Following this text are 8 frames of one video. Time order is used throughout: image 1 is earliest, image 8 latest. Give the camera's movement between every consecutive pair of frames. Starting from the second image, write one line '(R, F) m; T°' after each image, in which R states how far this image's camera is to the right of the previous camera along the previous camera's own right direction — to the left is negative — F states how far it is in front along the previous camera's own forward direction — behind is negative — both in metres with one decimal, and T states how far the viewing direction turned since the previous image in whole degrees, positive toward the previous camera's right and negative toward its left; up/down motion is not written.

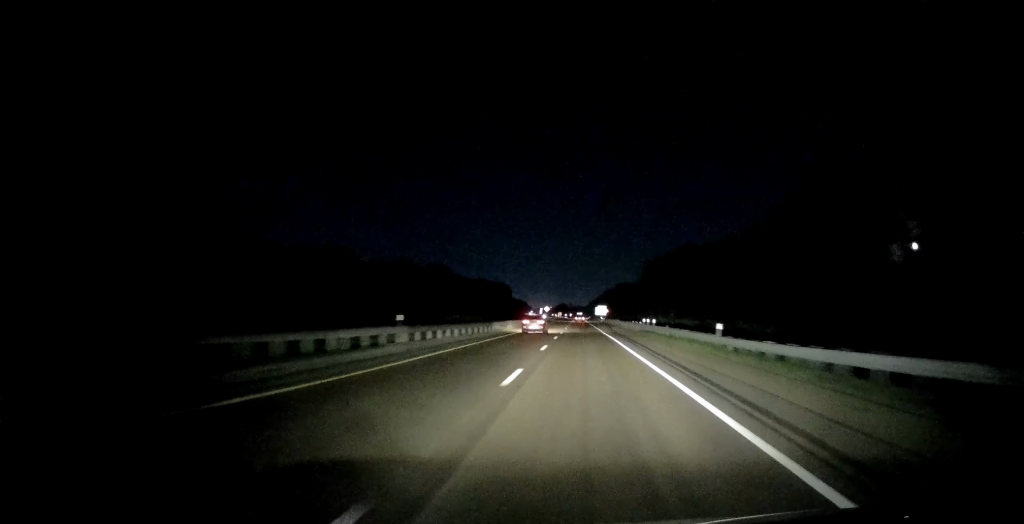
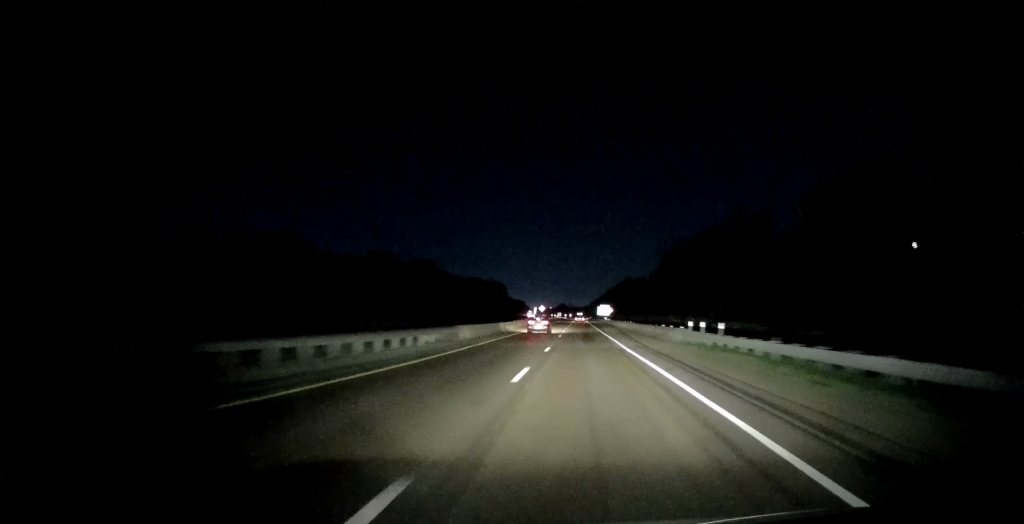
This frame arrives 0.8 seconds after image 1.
(-0.3, +24.5) m; -1°
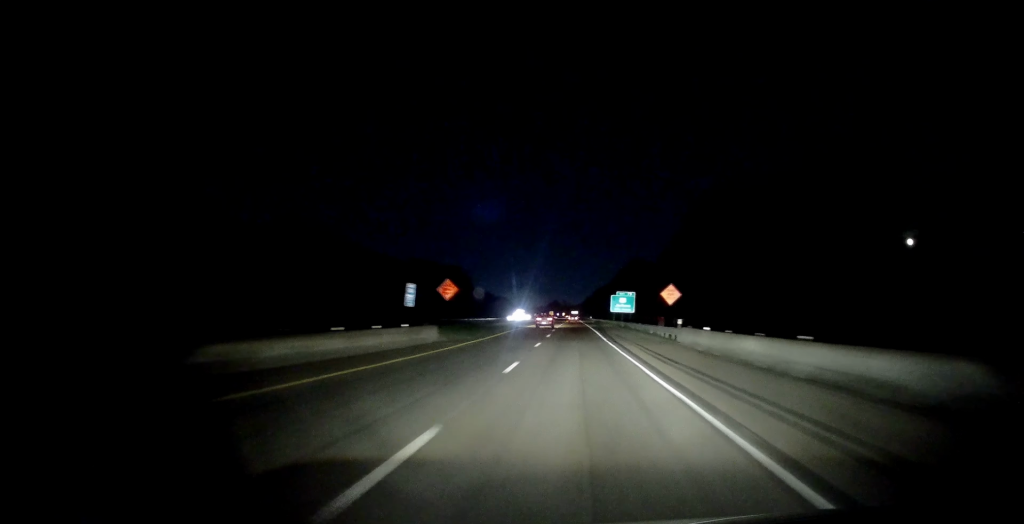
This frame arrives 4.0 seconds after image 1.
(+1.6, +105.8) m; +1°
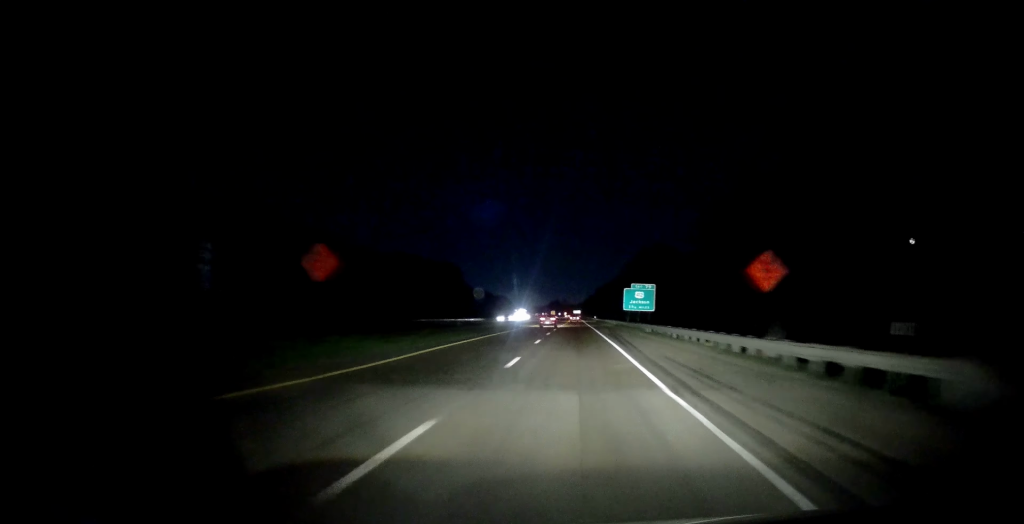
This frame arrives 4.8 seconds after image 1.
(0.0, +24.1) m; 0°
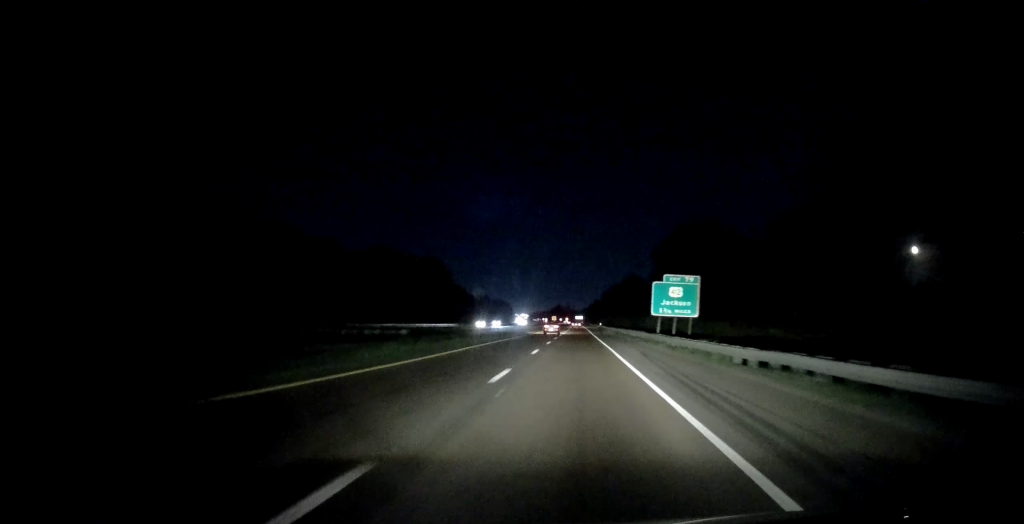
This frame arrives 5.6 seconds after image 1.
(+0.1, +27.2) m; 0°
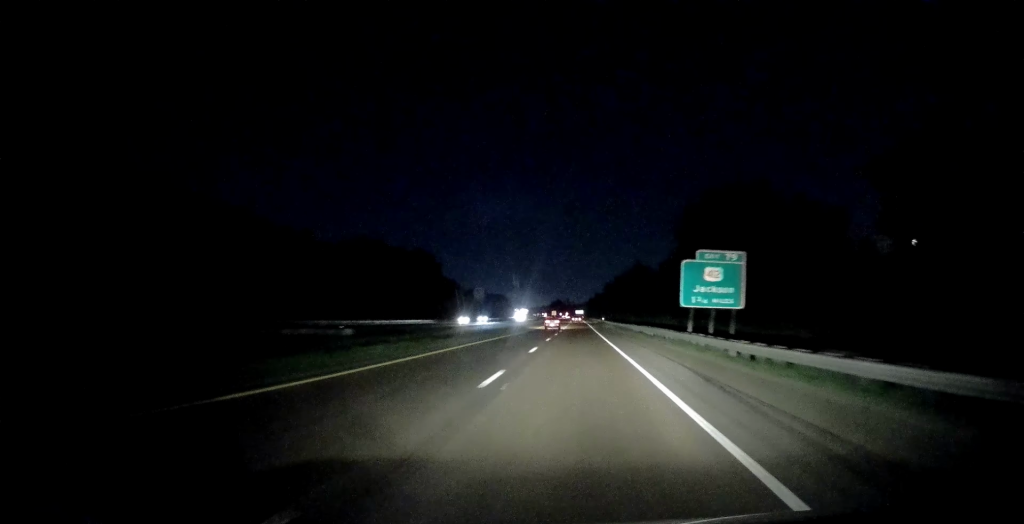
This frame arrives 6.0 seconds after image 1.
(-0.1, +12.5) m; 0°
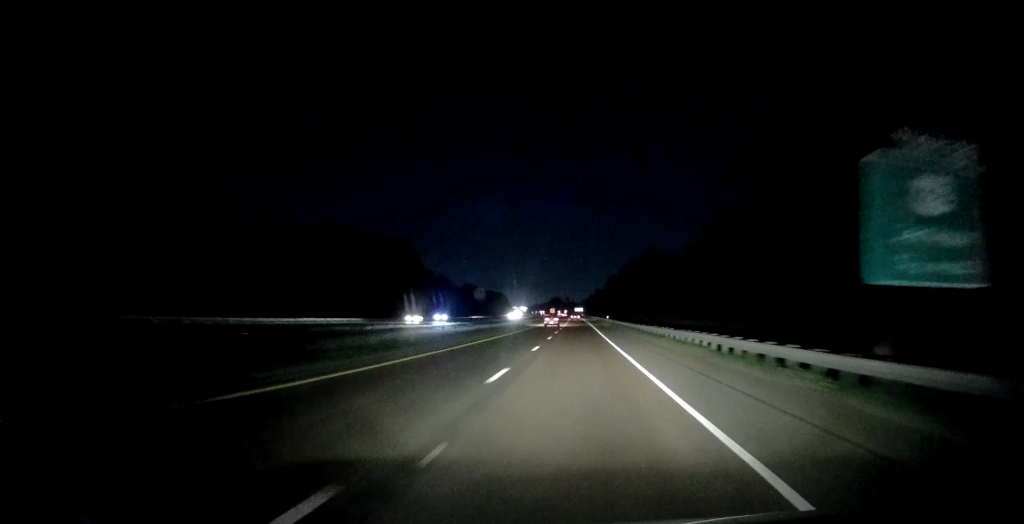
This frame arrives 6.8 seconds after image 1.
(-0.1, +21.2) m; 0°
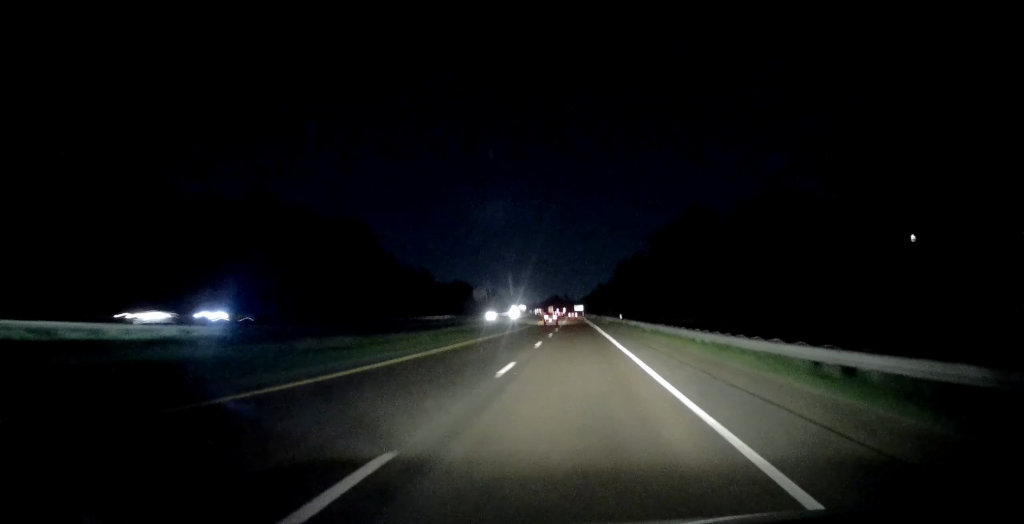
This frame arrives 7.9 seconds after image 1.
(+0.2, +33.4) m; +1°
